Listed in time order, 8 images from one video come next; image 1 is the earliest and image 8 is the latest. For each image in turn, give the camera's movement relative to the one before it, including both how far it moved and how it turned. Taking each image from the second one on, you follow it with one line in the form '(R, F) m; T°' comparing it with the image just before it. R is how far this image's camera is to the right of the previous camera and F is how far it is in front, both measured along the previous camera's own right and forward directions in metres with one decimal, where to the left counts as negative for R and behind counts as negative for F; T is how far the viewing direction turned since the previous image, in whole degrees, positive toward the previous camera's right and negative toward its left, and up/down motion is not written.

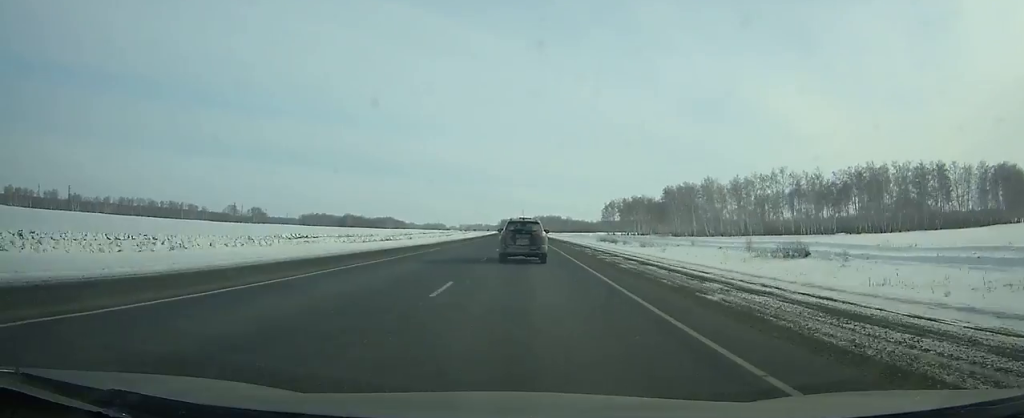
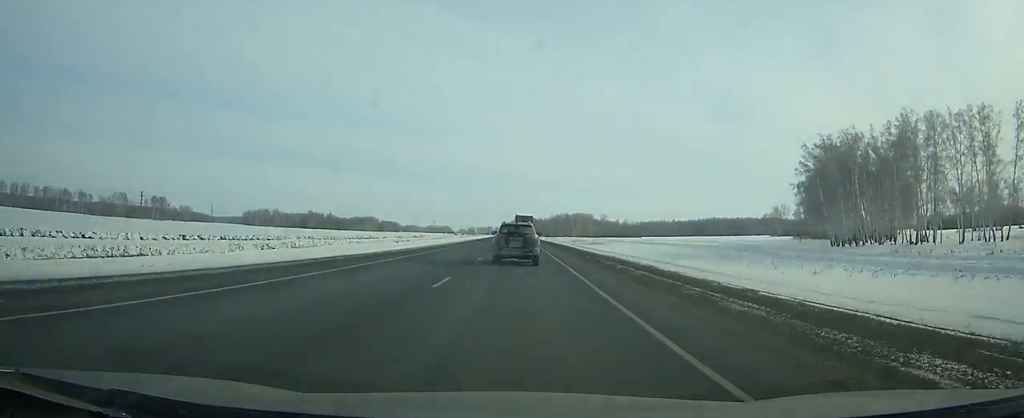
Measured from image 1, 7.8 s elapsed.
(-4.8, +208.1) m; -2°
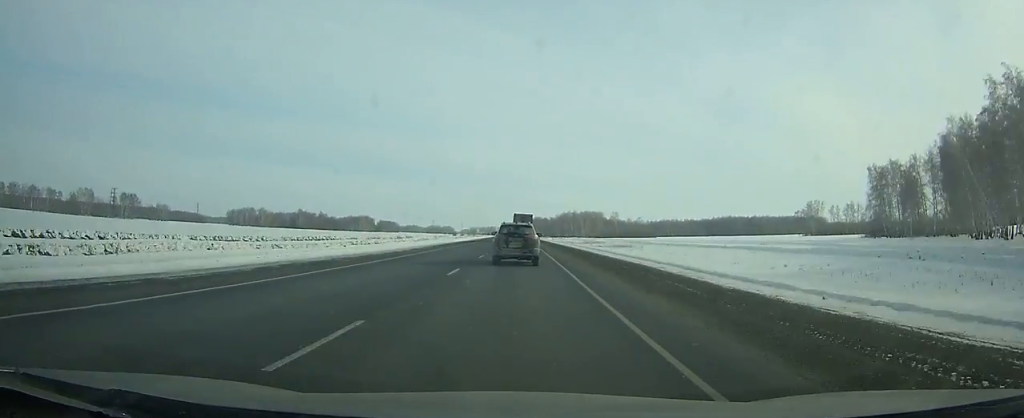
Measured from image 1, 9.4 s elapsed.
(0.0, +41.7) m; 0°
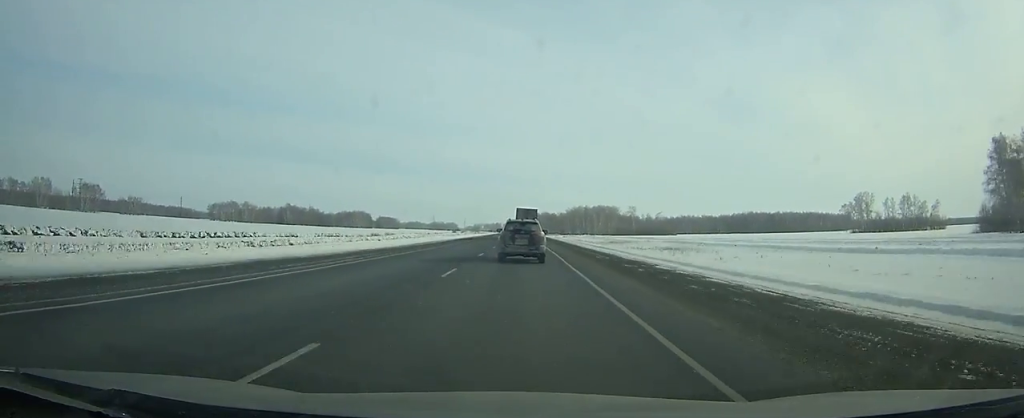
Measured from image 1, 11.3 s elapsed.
(-0.1, +49.0) m; 0°
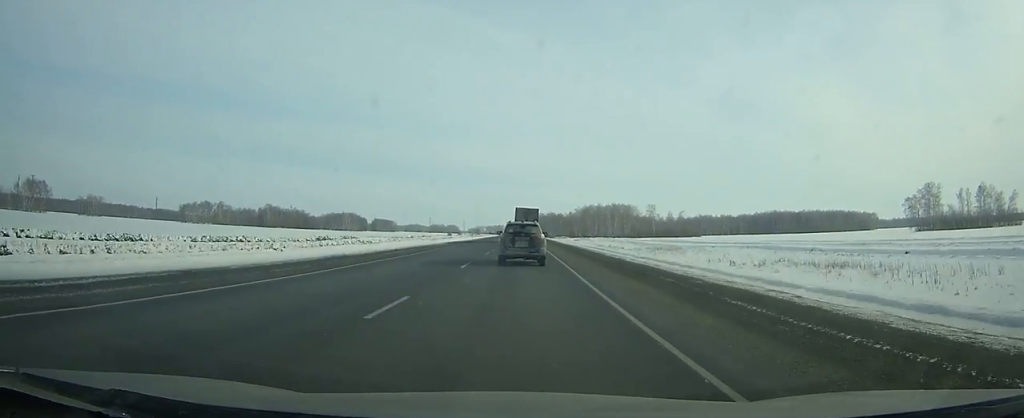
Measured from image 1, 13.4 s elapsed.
(-0.1, +53.5) m; 0°
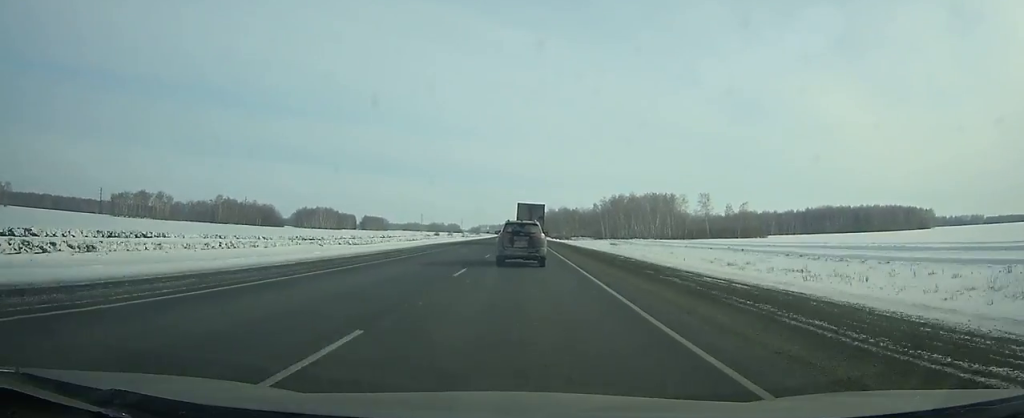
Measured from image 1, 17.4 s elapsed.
(-0.7, +98.7) m; -1°
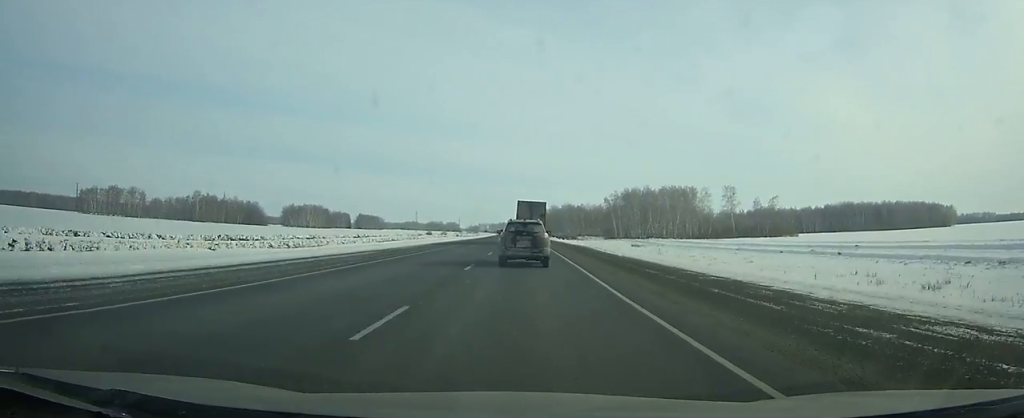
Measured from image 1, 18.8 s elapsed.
(0.0, +33.8) m; 0°
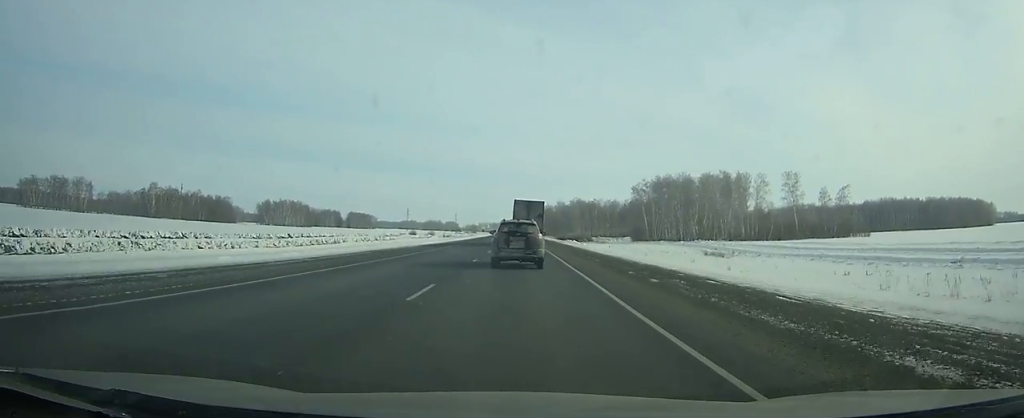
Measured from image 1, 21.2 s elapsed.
(-0.1, +56.5) m; 0°
